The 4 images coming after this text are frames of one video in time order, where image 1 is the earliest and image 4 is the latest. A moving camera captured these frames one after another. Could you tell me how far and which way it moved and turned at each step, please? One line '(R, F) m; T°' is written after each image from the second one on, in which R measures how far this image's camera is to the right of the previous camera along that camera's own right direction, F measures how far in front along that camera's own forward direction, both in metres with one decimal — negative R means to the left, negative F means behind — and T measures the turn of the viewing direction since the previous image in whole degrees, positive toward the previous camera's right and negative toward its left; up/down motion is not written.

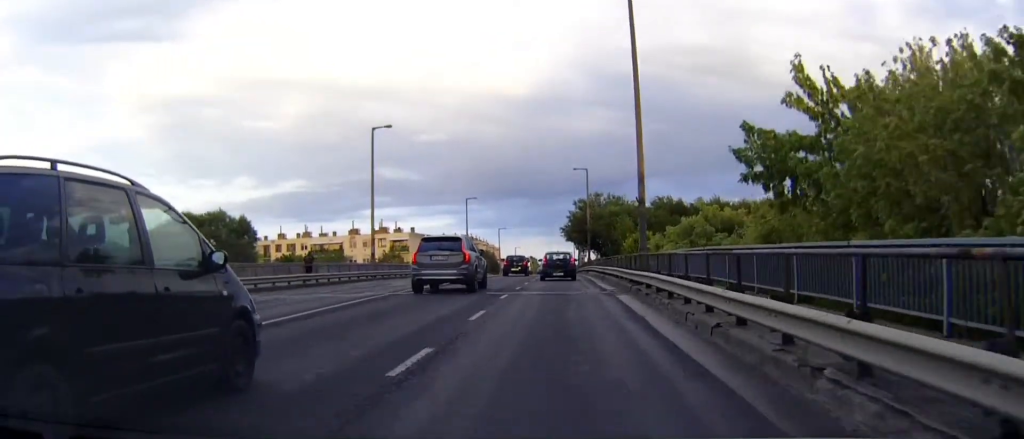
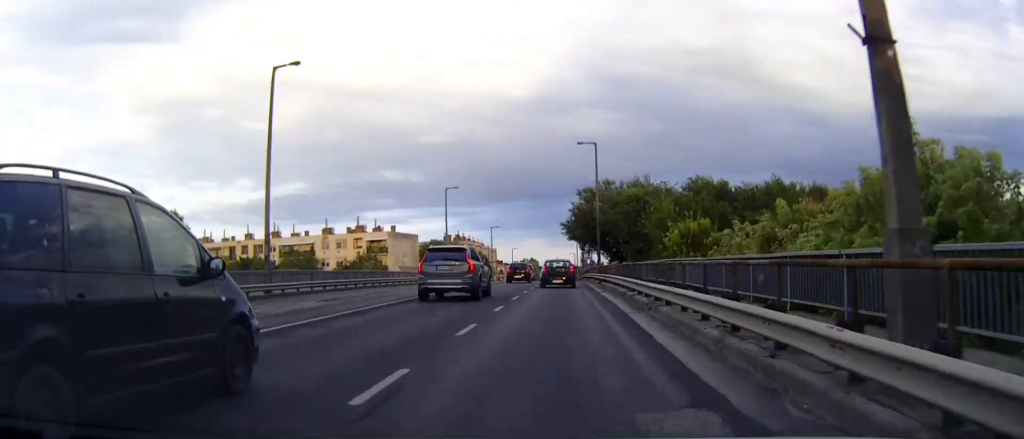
(0.0, +19.0) m; 0°
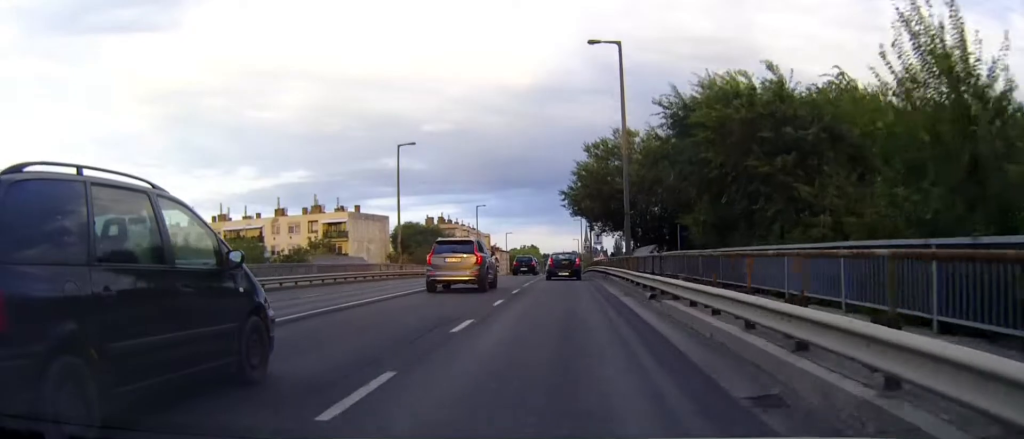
(0.0, +24.7) m; 0°
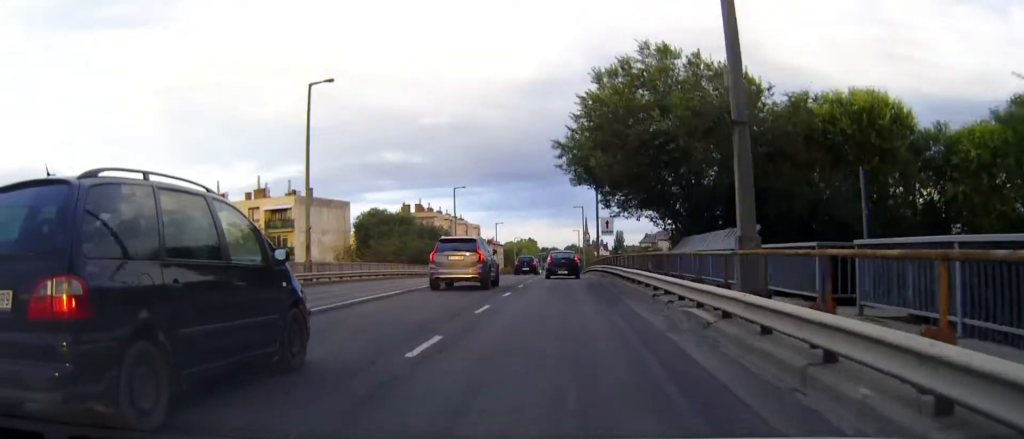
(0.0, +20.4) m; 0°
